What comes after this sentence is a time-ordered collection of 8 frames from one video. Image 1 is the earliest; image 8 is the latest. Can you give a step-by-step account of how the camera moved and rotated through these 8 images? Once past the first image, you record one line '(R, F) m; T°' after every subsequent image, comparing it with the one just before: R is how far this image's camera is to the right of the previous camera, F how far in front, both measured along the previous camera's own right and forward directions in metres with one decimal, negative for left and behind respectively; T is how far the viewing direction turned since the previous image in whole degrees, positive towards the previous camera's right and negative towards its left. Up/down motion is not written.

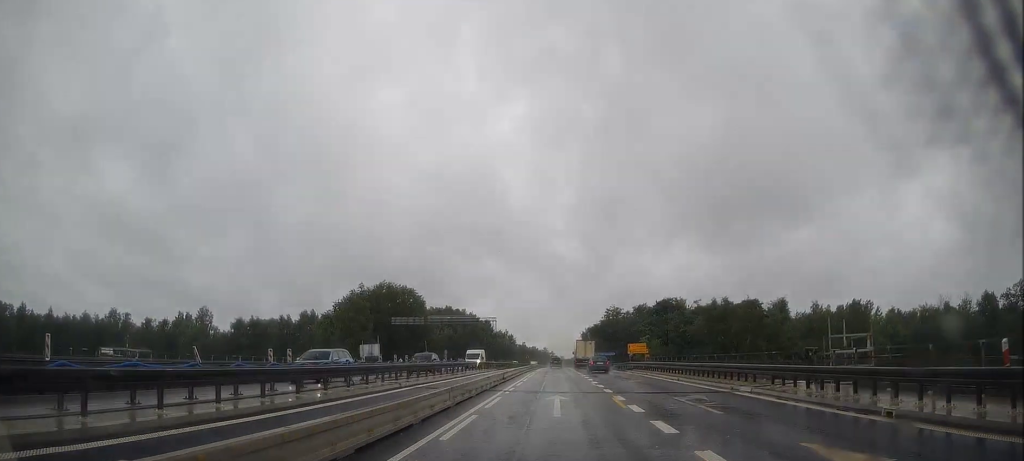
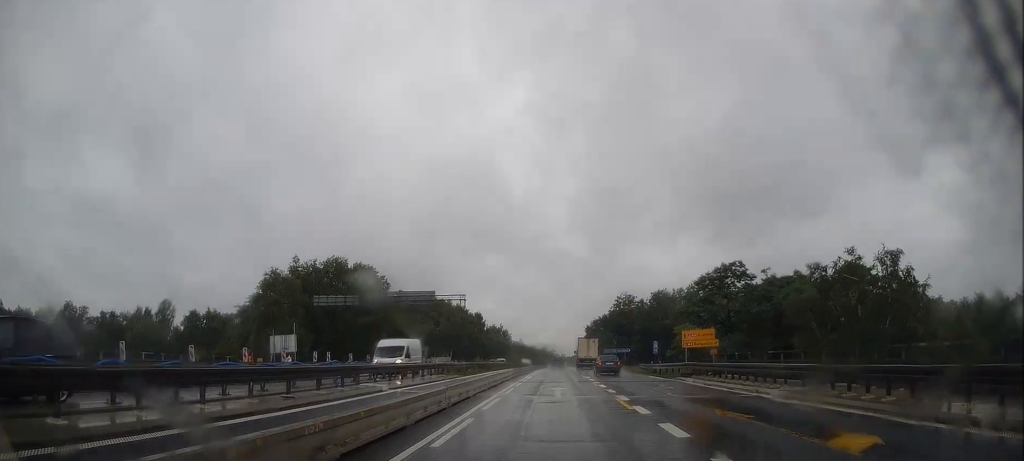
(-0.1, +24.2) m; 0°
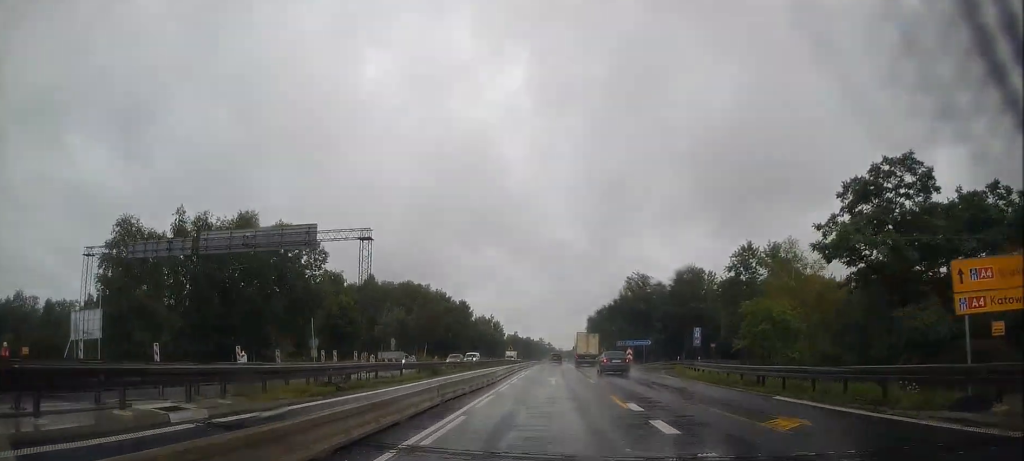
(+0.2, +23.3) m; +1°
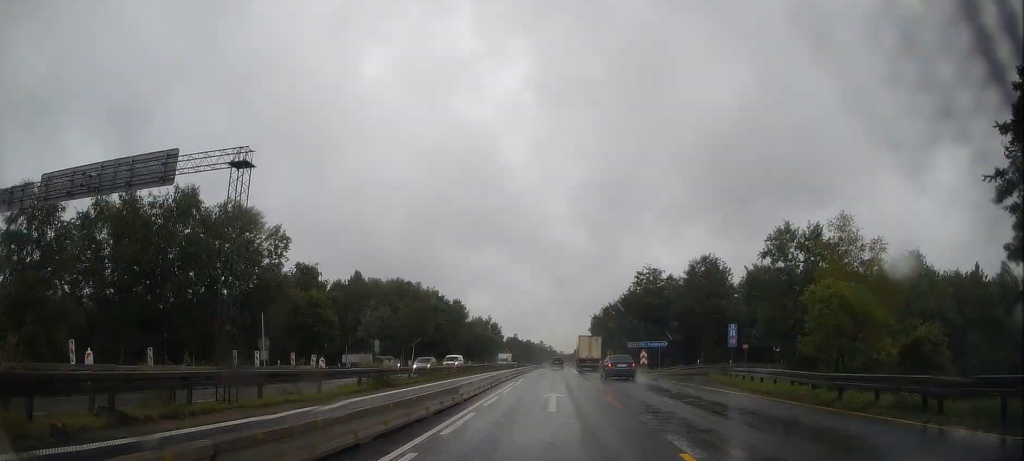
(+0.1, +10.1) m; 0°
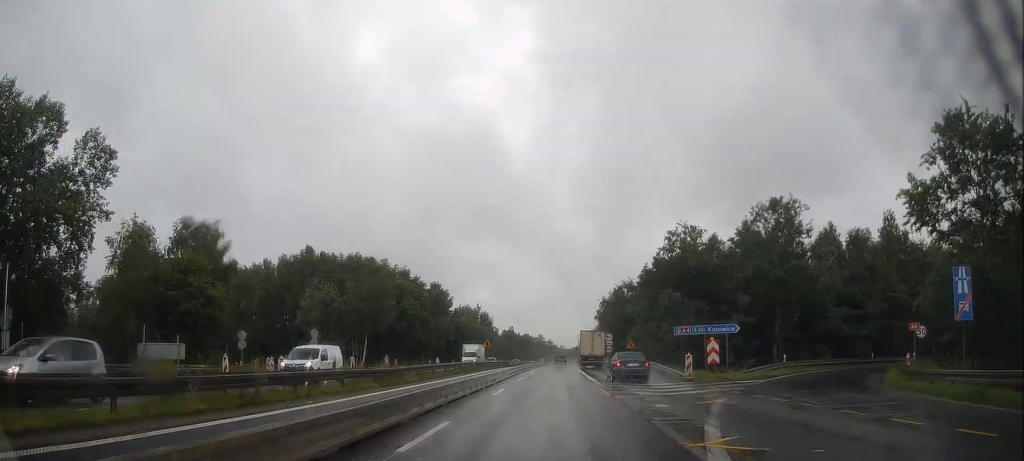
(-0.4, +25.2) m; -1°
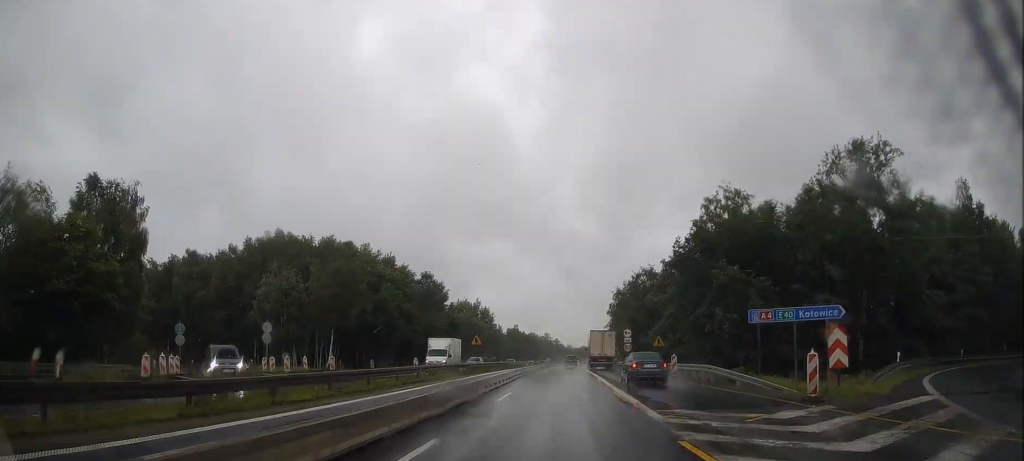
(0.0, +14.0) m; 0°
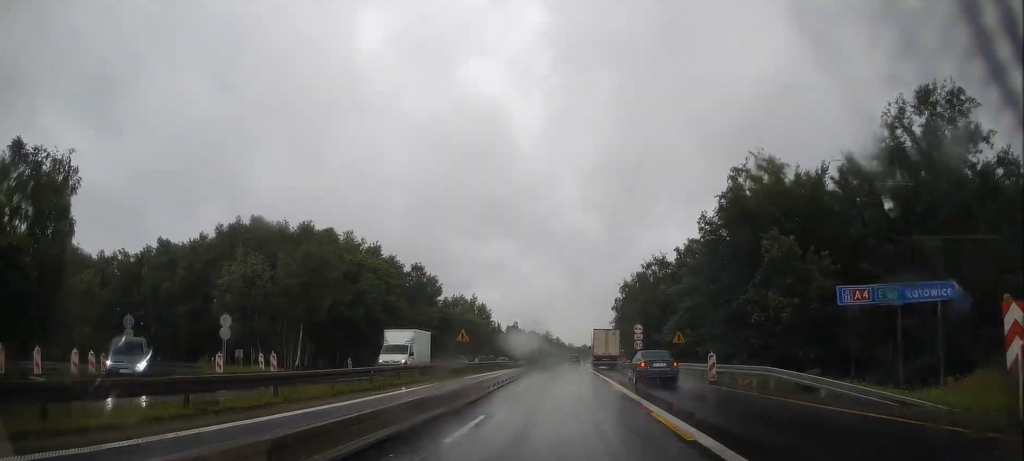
(0.0, +8.2) m; 0°
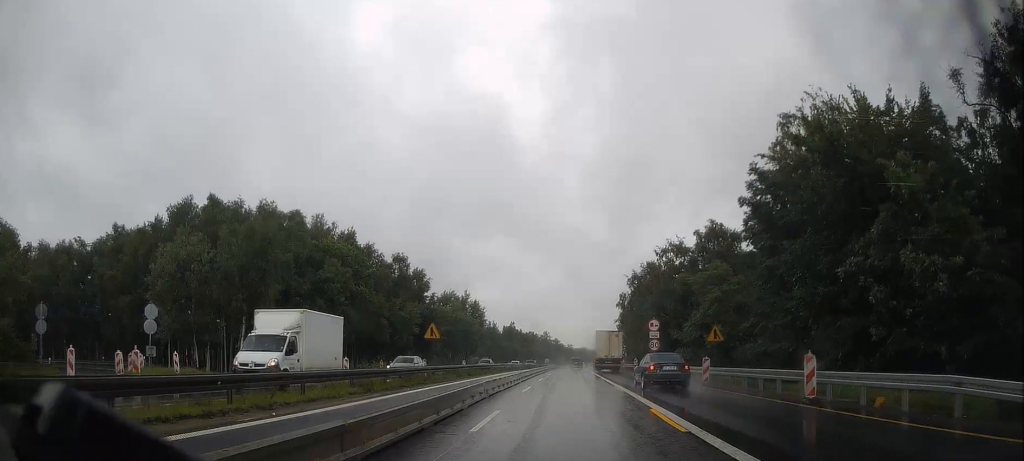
(0.0, +10.6) m; 0°
